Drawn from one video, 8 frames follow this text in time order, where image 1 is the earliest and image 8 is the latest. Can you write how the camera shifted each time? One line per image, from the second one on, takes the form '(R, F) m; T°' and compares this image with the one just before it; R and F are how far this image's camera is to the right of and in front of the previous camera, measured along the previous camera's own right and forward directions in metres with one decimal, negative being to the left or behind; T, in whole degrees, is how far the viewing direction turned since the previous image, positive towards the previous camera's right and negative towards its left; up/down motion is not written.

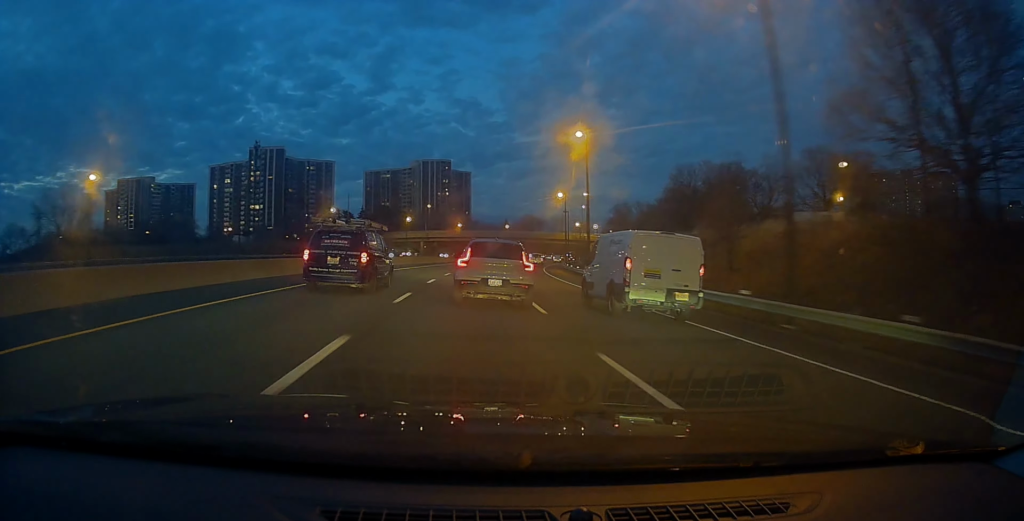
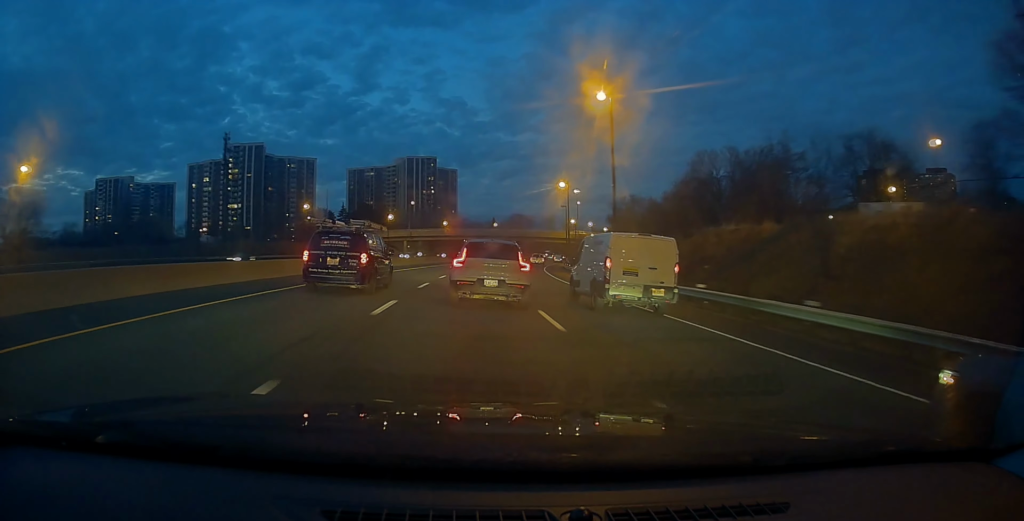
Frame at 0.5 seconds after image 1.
(+0.1, +11.5) m; +1°
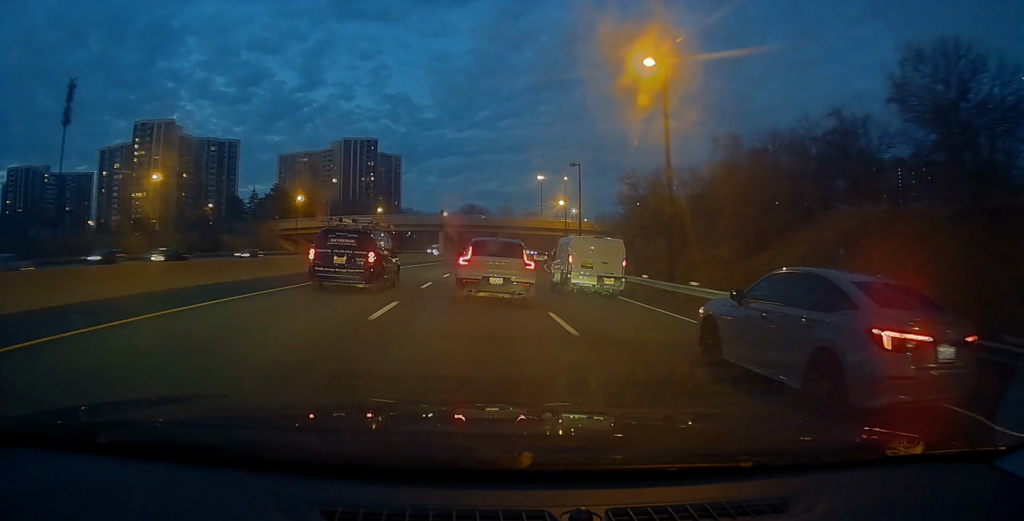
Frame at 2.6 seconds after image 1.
(+2.5, +45.5) m; +7°
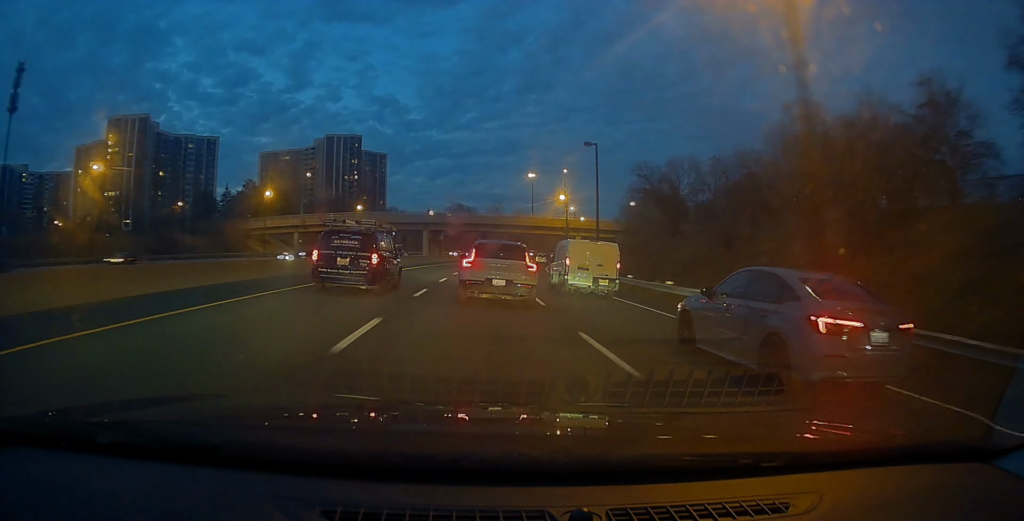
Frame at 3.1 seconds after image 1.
(+0.3, +11.8) m; +1°
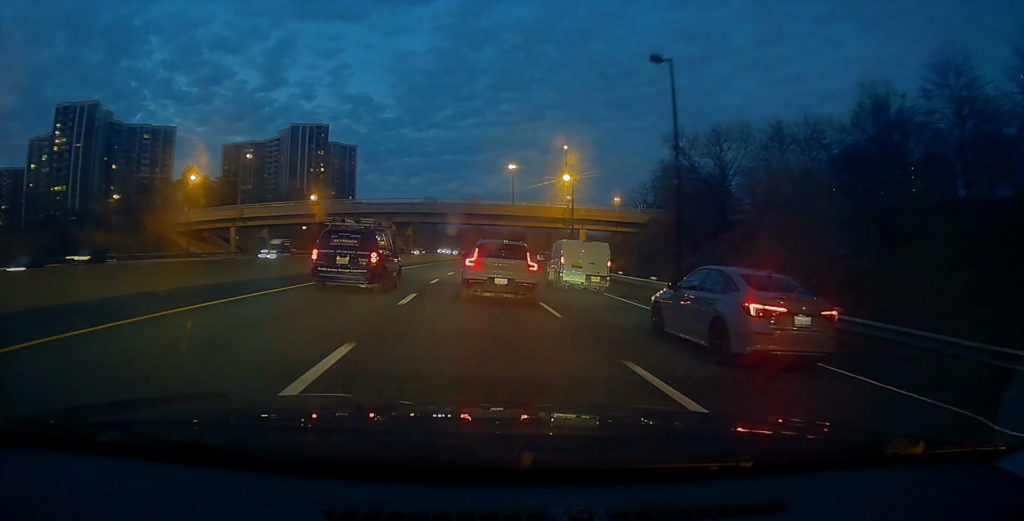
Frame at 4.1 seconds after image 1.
(+0.5, +20.6) m; +2°
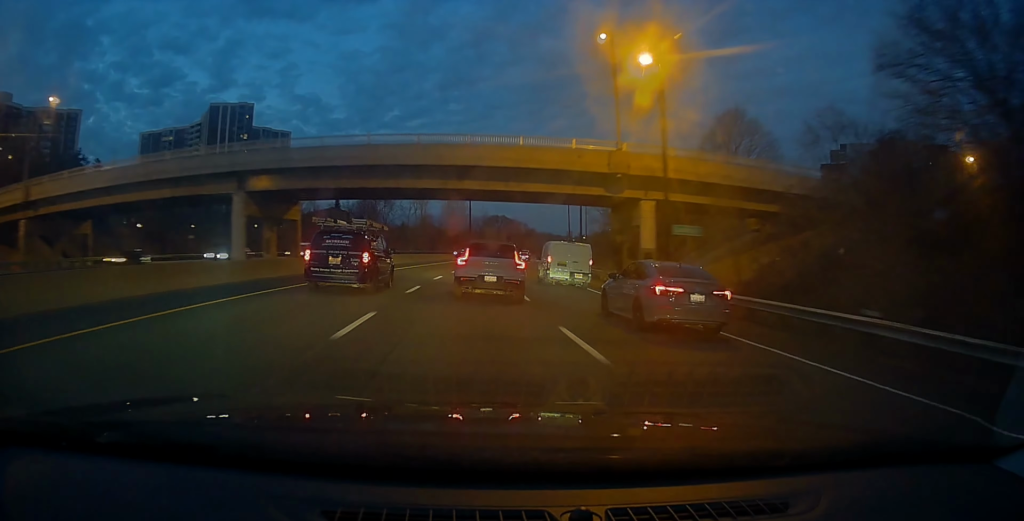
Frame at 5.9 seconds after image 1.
(+1.4, +40.1) m; +5°
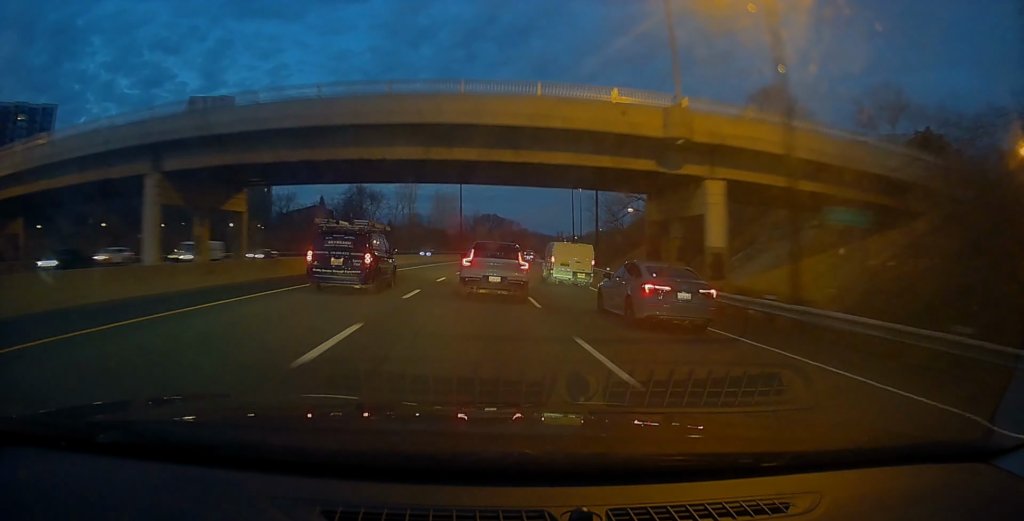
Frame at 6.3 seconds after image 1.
(+0.1, +10.7) m; +2°
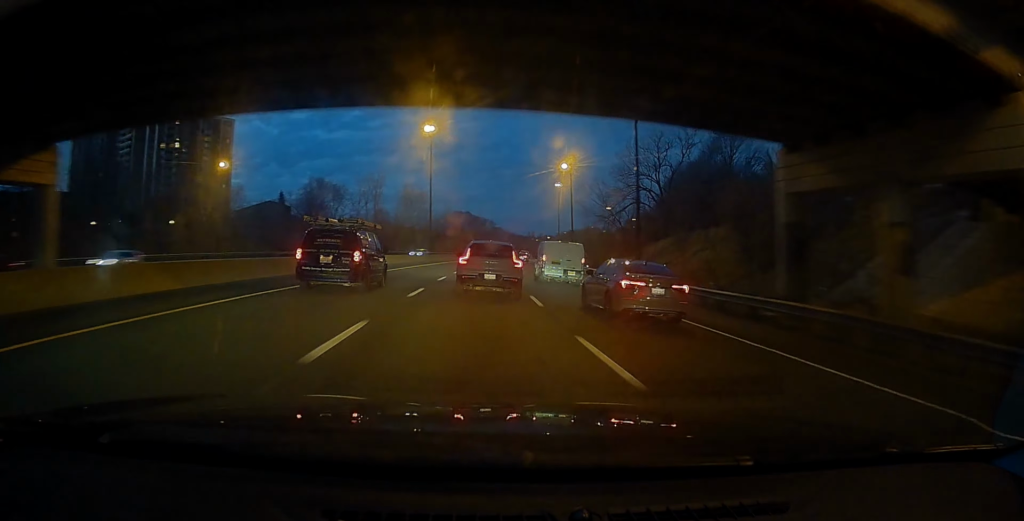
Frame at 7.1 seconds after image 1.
(+0.4, +17.5) m; +3°
